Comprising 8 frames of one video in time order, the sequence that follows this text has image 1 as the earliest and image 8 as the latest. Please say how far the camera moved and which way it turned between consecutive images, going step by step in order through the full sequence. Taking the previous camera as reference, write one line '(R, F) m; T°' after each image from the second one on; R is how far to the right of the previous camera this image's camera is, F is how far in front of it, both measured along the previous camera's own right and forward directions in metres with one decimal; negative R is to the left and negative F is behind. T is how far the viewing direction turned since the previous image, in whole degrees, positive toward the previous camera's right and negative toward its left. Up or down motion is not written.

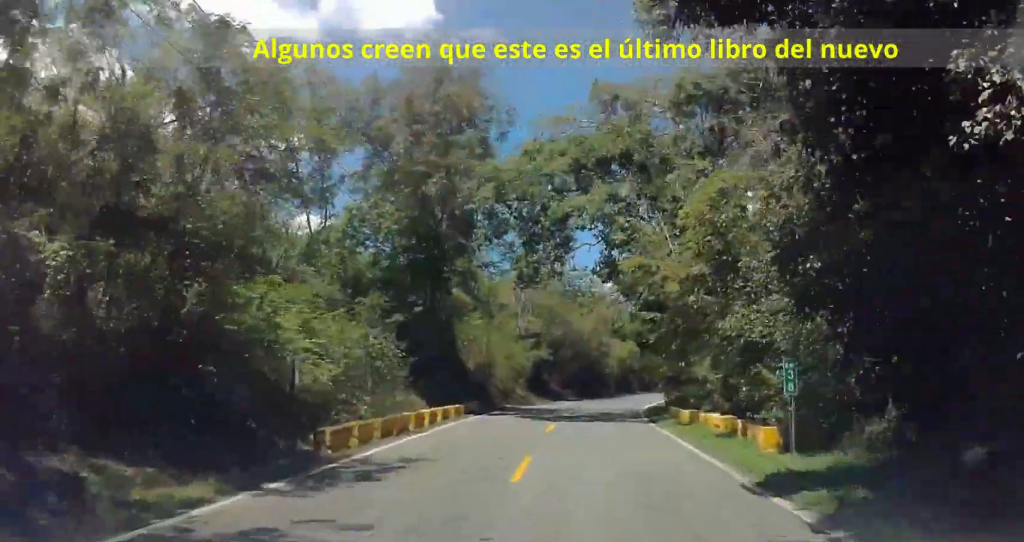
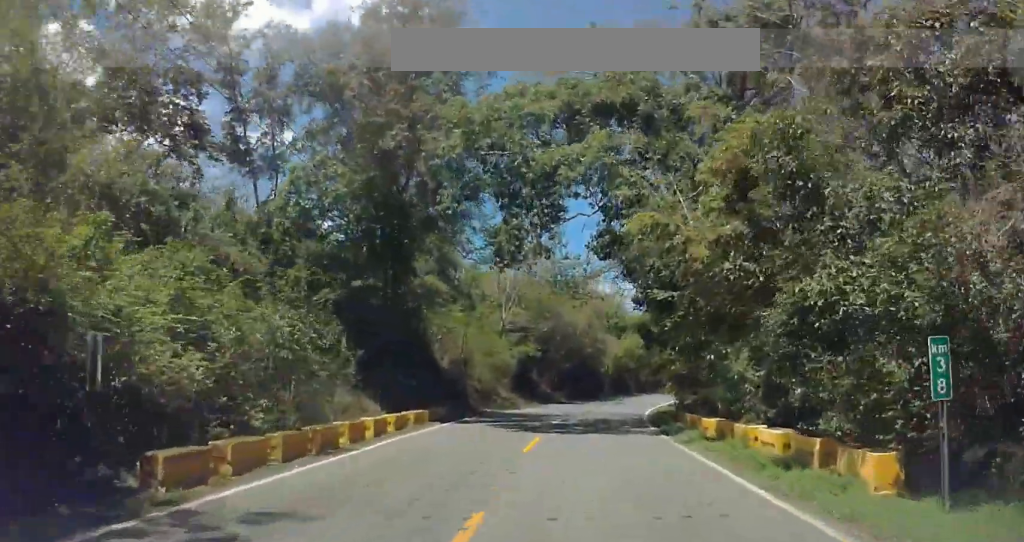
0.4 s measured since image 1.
(+0.6, +6.6) m; +3°
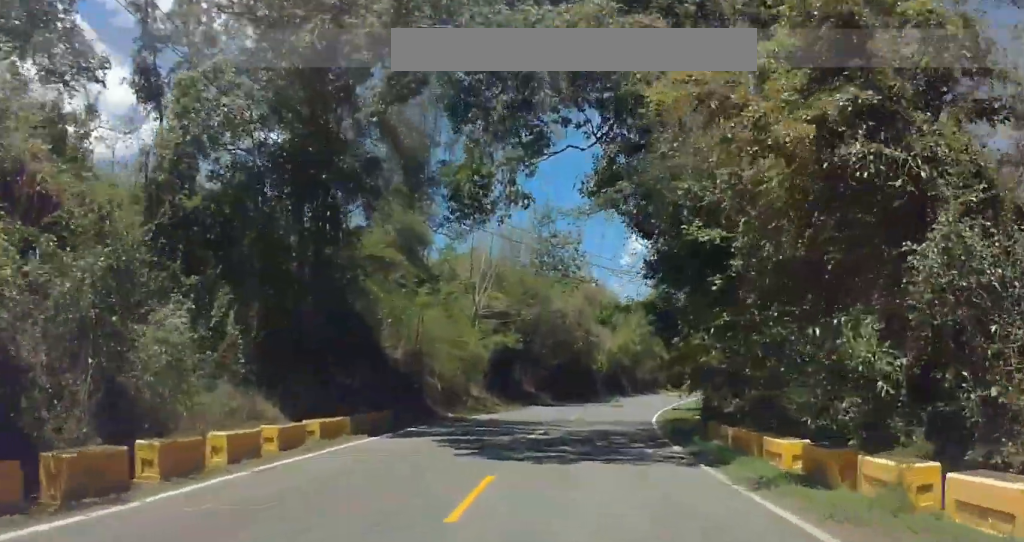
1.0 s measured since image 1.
(+0.4, +8.6) m; +3°
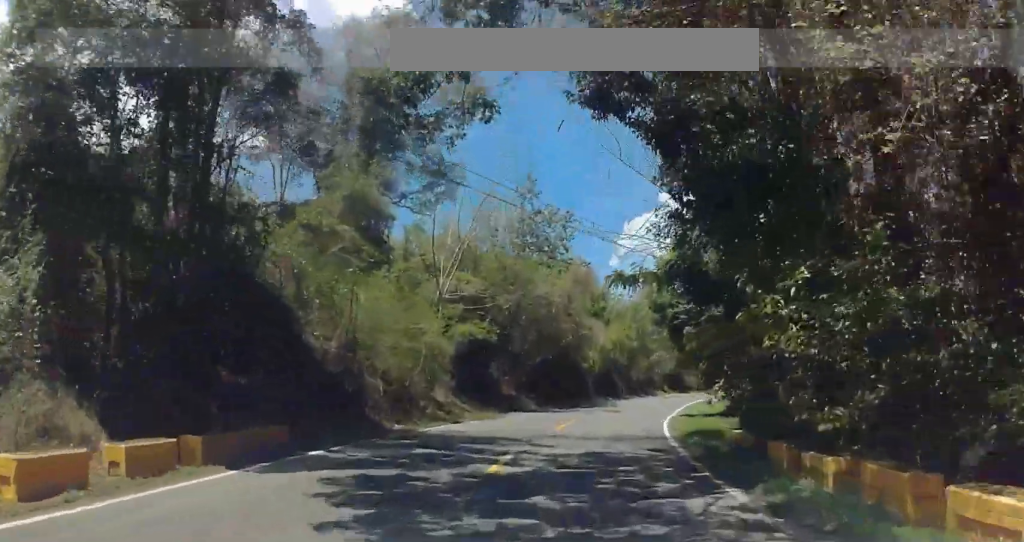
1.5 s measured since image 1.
(0.0, +7.7) m; 0°
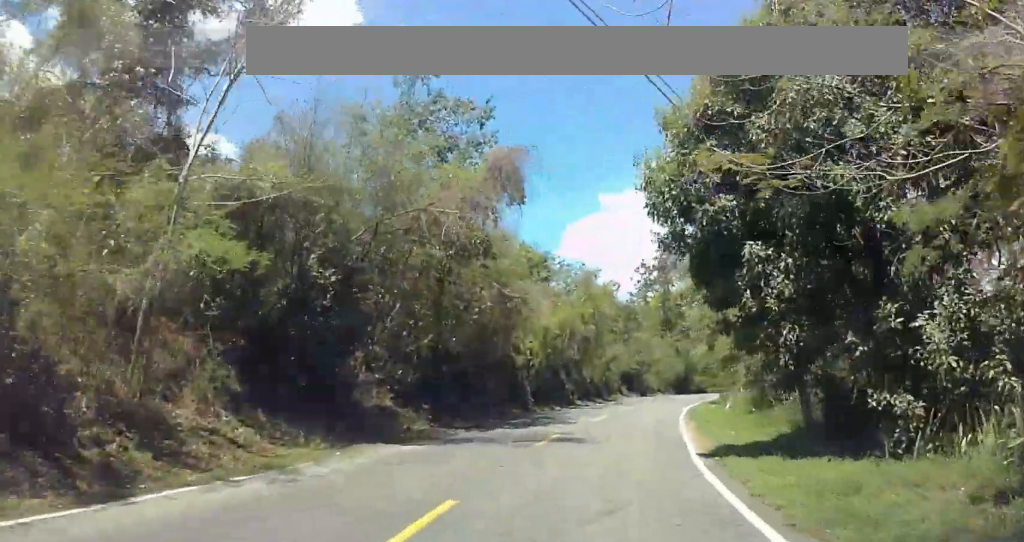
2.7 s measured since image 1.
(0.0, +18.5) m; 0°
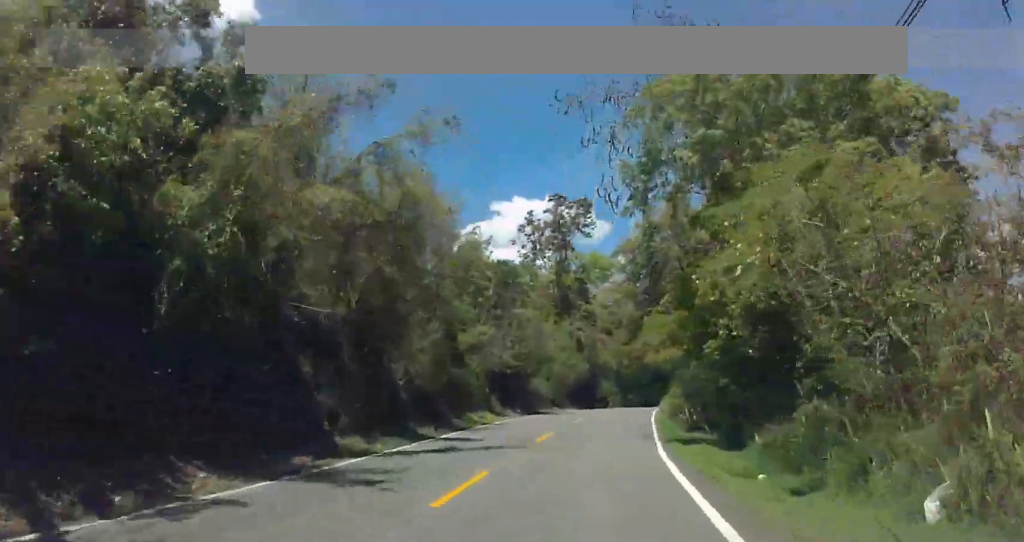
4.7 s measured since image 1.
(0.0, +31.2) m; 0°
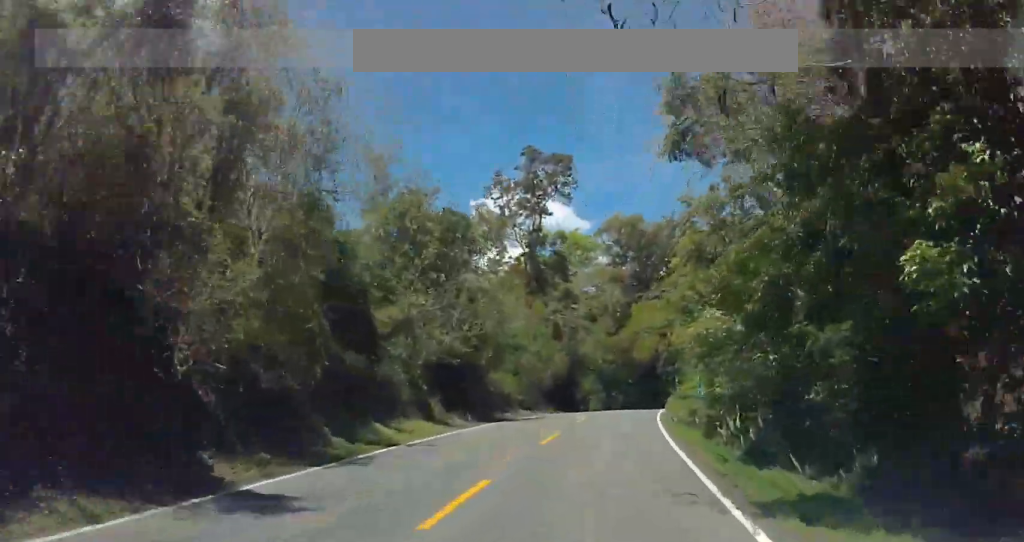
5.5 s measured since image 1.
(0.0, +13.1) m; 0°
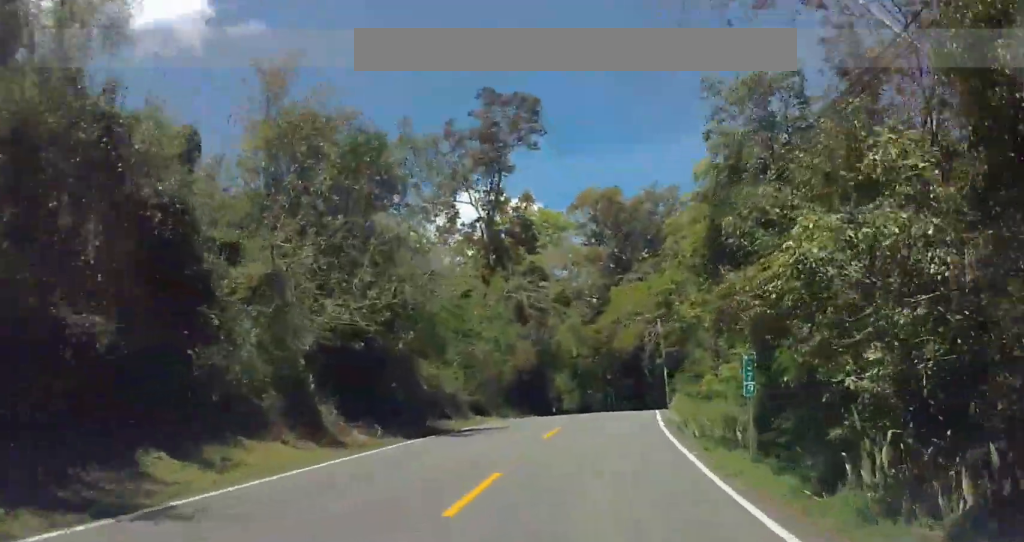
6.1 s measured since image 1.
(0.0, +11.1) m; 0°
